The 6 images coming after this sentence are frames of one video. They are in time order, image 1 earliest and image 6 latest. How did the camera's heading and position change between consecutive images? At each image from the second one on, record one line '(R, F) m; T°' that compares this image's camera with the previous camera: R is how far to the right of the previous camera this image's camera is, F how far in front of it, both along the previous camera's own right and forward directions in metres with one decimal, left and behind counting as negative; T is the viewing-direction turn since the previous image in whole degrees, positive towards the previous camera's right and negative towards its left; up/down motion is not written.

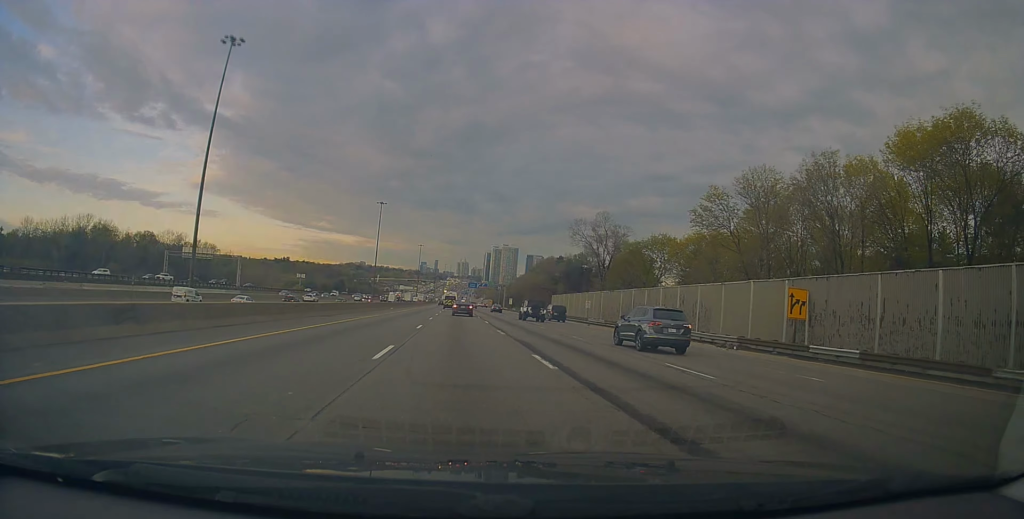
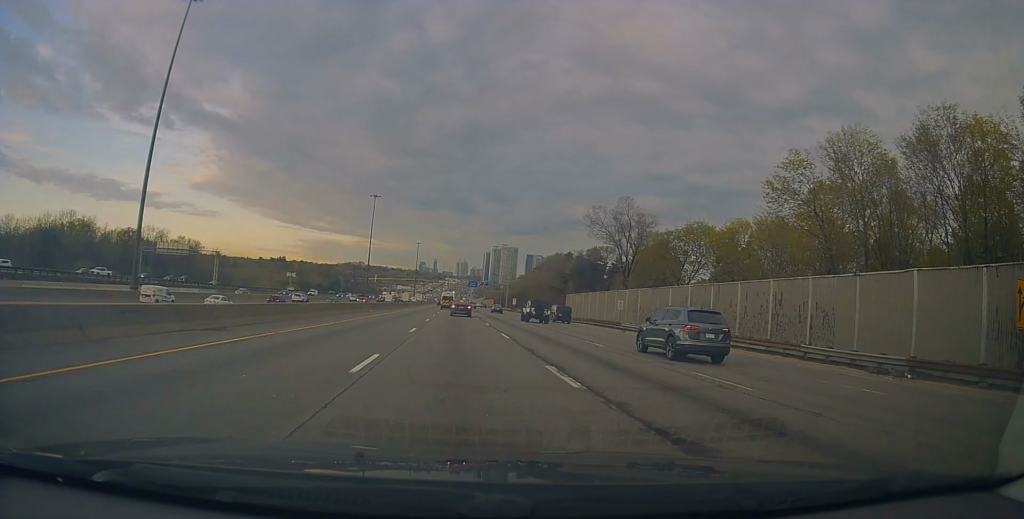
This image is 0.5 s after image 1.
(-0.1, +15.1) m; 0°
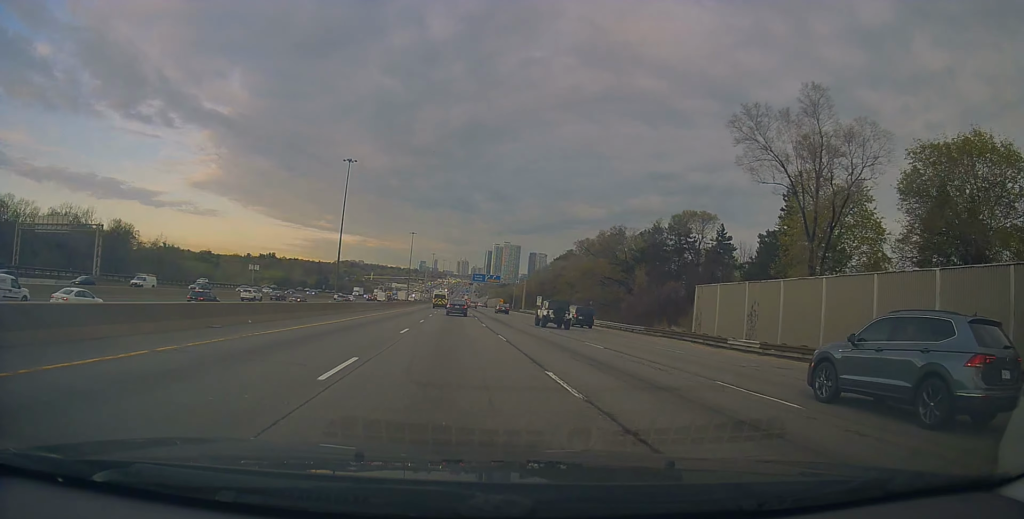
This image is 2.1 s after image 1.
(+0.1, +49.7) m; 0°
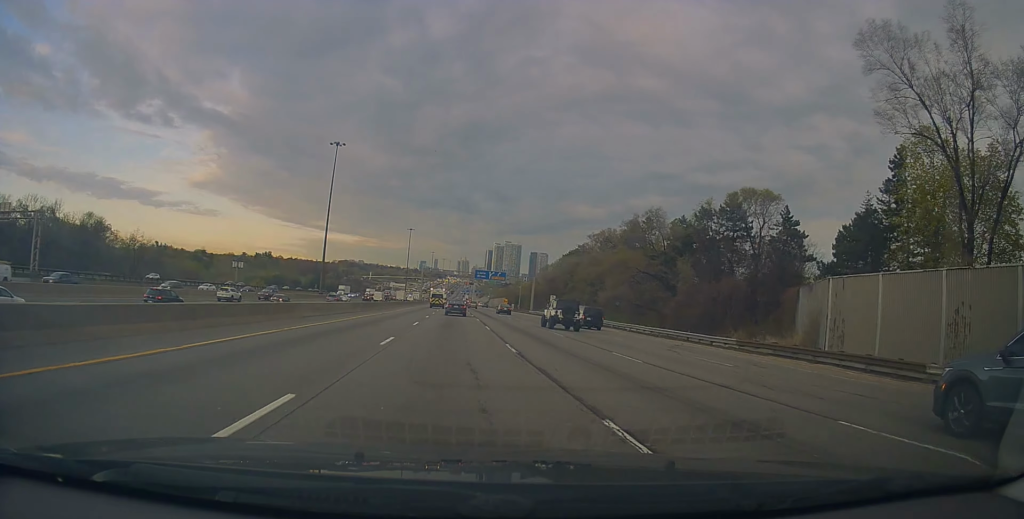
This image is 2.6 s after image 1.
(-0.2, +16.4) m; 0°
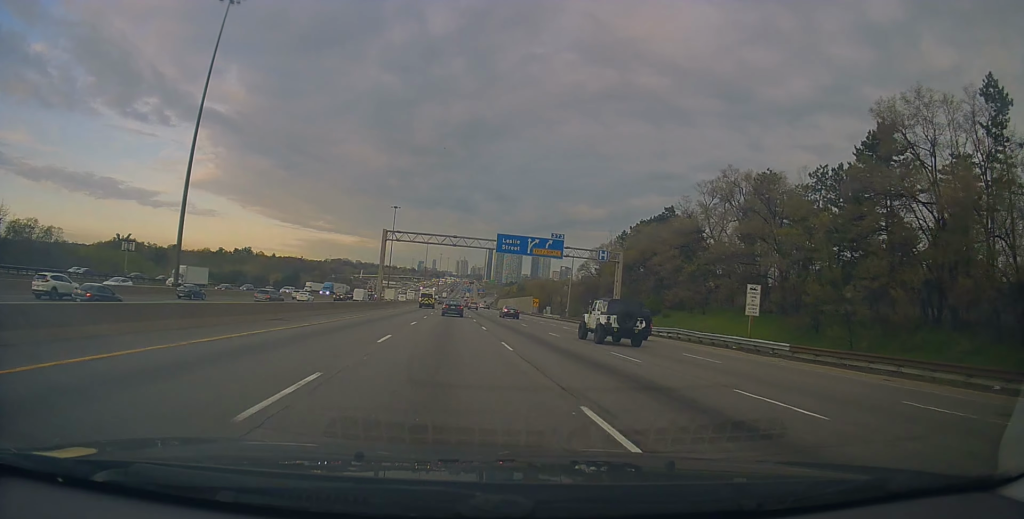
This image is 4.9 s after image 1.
(-0.3, +69.7) m; -1°
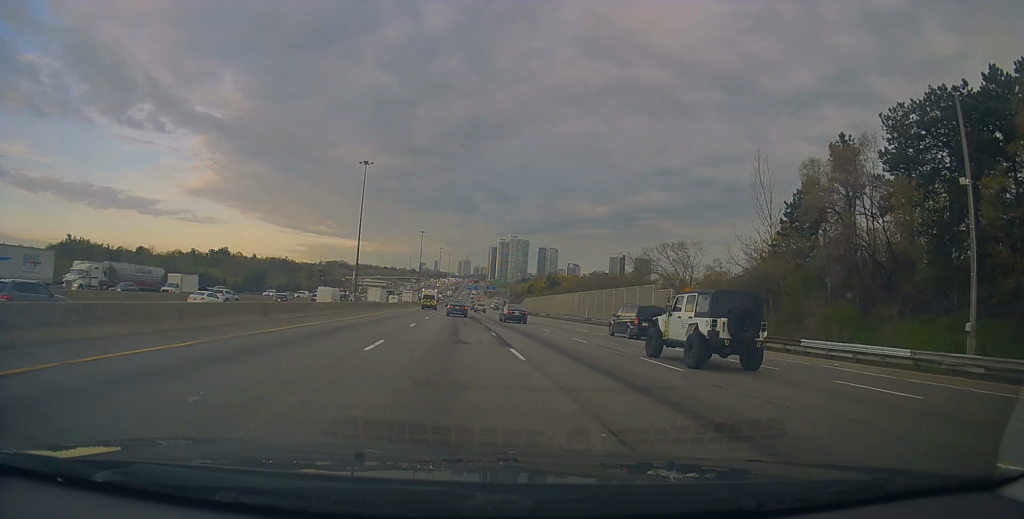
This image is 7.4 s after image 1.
(+0.8, +76.1) m; +1°
